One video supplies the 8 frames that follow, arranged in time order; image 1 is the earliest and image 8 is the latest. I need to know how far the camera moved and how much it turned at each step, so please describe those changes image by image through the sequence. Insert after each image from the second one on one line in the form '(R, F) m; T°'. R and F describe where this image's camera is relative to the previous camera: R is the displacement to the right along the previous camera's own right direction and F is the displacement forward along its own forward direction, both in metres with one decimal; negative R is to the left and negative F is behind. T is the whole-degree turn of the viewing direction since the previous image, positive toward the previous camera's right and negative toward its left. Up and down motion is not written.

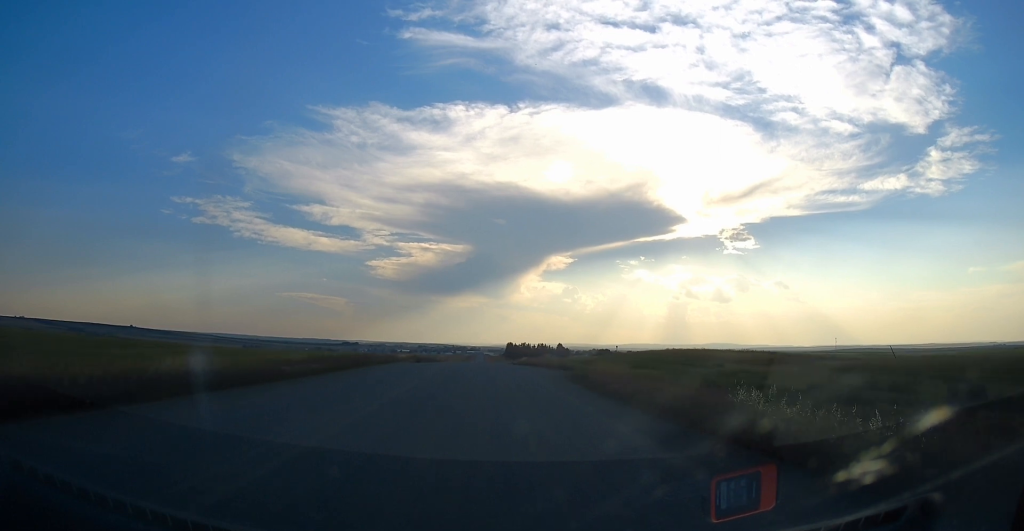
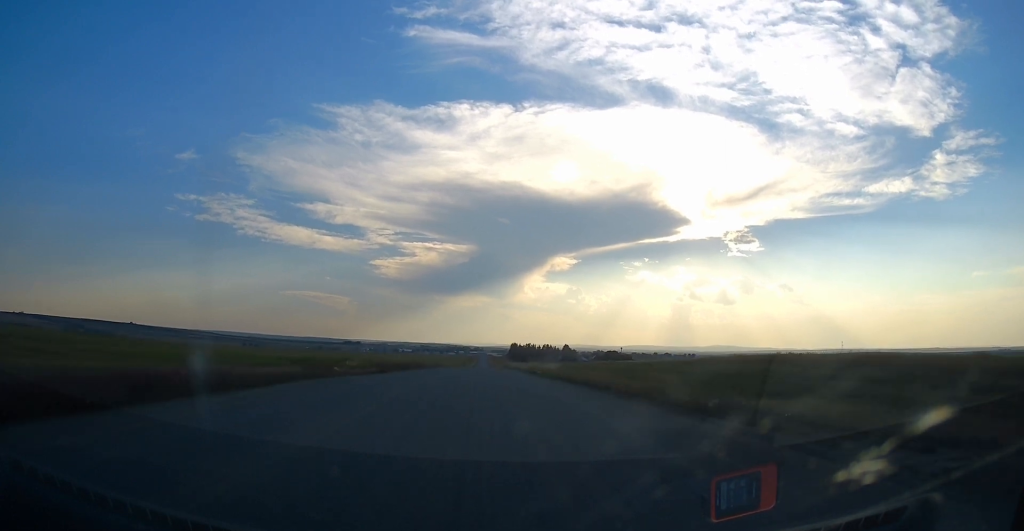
(0.0, +29.9) m; 0°
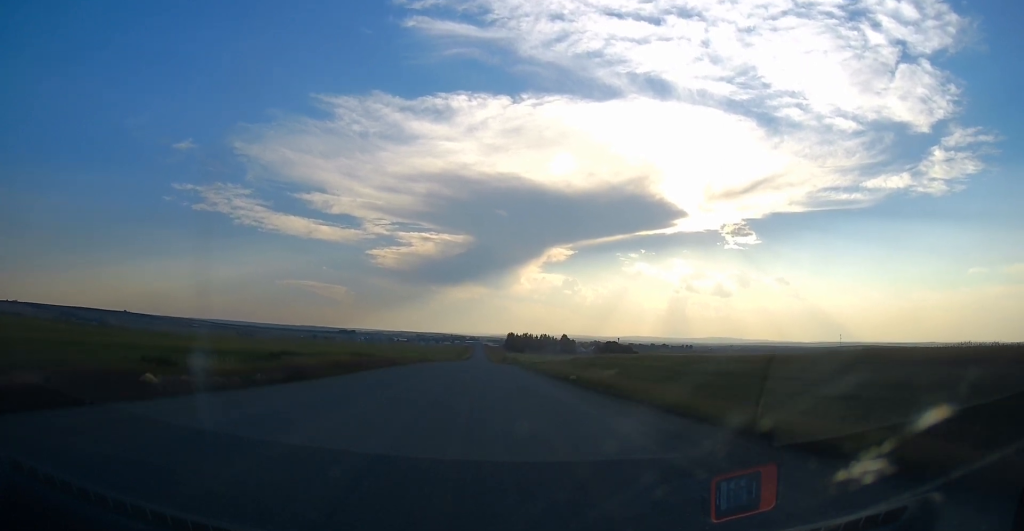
(0.0, +22.3) m; 0°
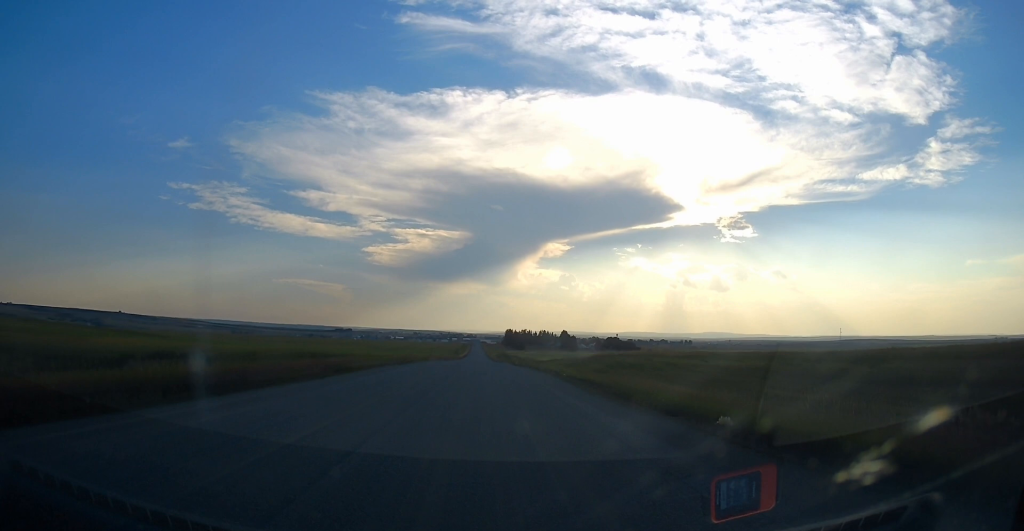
(0.0, +21.2) m; 0°
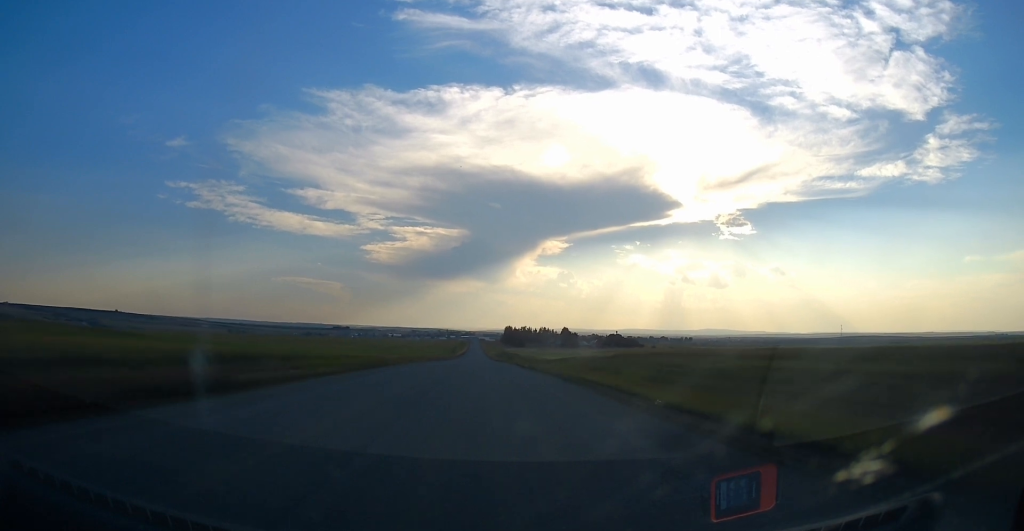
(0.0, +19.6) m; 0°
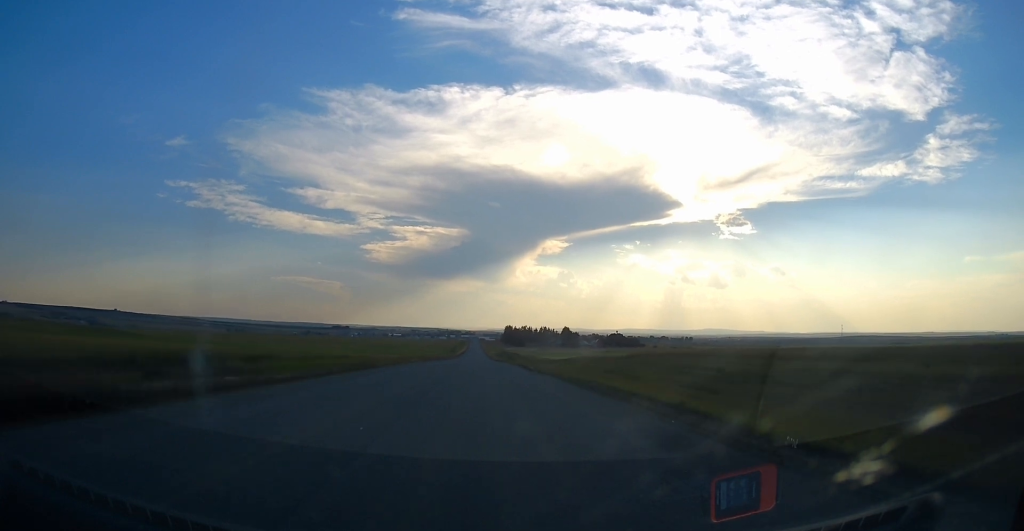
(0.0, +7.3) m; 0°
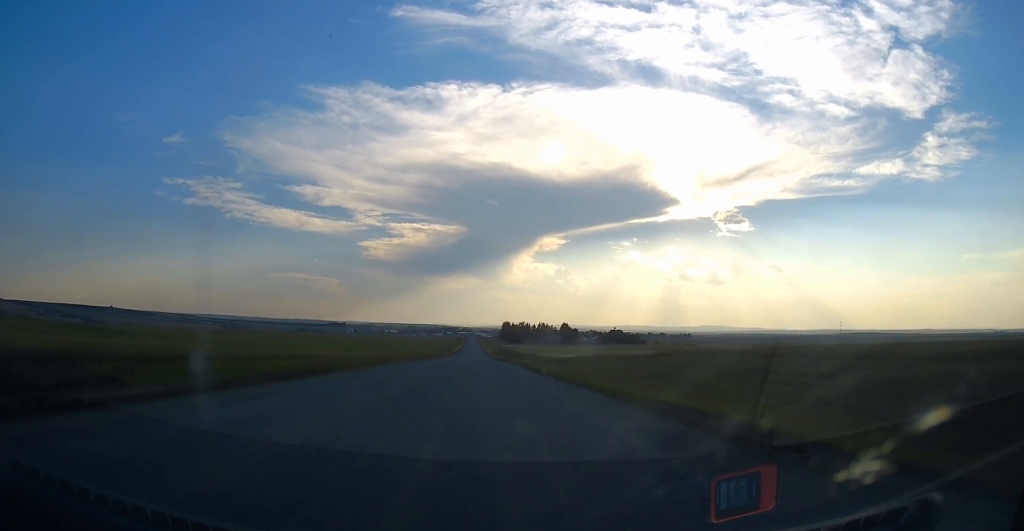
(0.0, +12.7) m; 0°
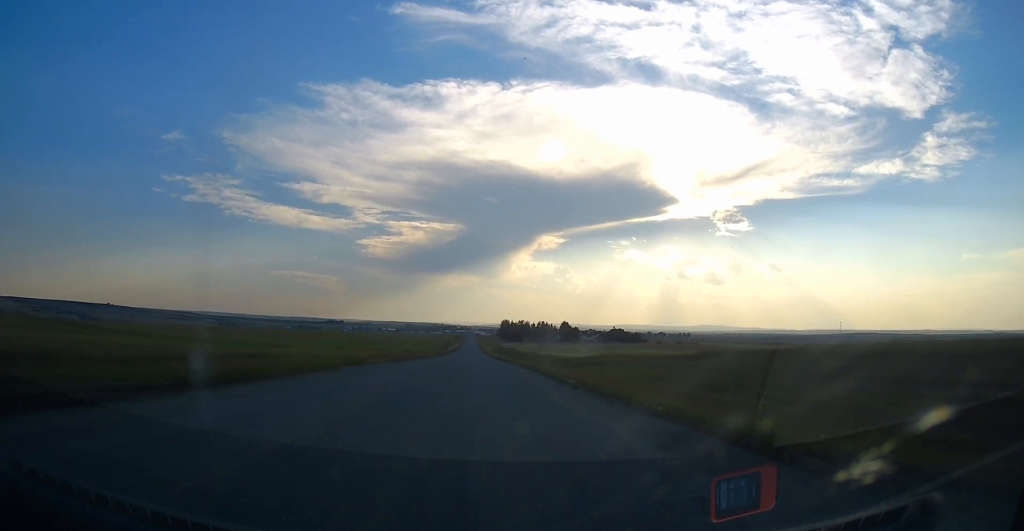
(-0.1, +12.3) m; +1°
